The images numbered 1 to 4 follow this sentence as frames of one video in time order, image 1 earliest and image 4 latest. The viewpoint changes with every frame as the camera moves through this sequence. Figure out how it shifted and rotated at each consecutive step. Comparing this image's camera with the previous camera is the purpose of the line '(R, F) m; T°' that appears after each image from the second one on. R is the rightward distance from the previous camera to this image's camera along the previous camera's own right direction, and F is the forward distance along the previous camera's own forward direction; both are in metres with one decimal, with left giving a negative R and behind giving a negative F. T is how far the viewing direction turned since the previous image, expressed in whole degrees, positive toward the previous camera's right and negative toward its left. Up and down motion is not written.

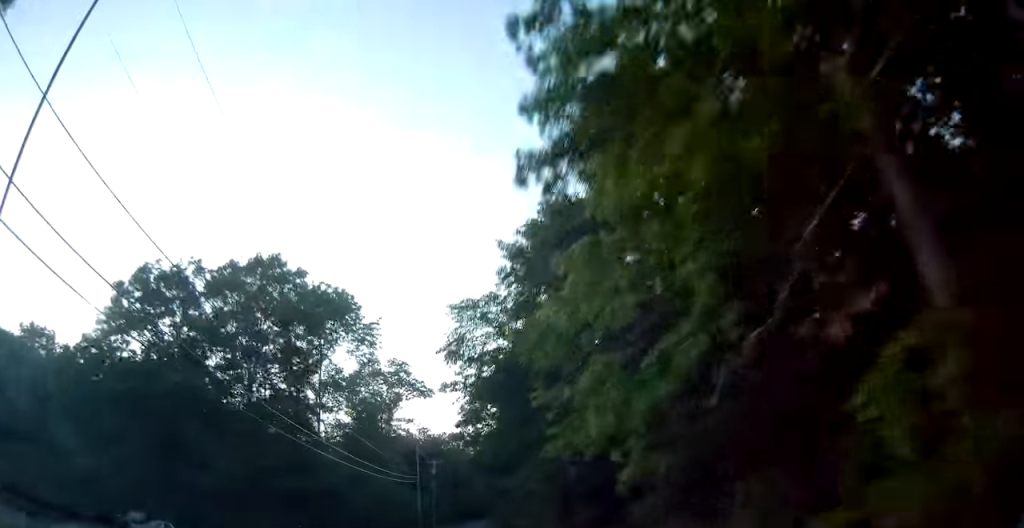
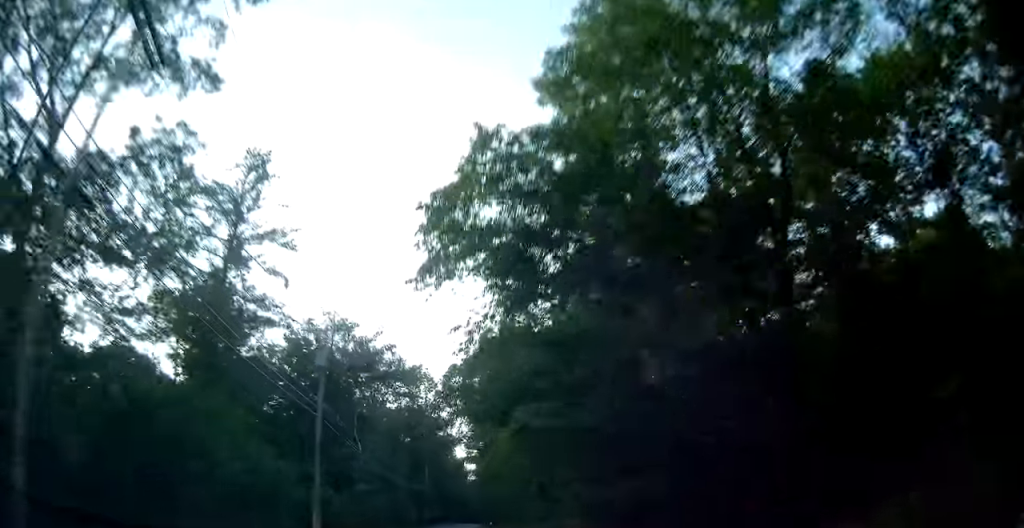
(+0.5, +58.0) m; +3°
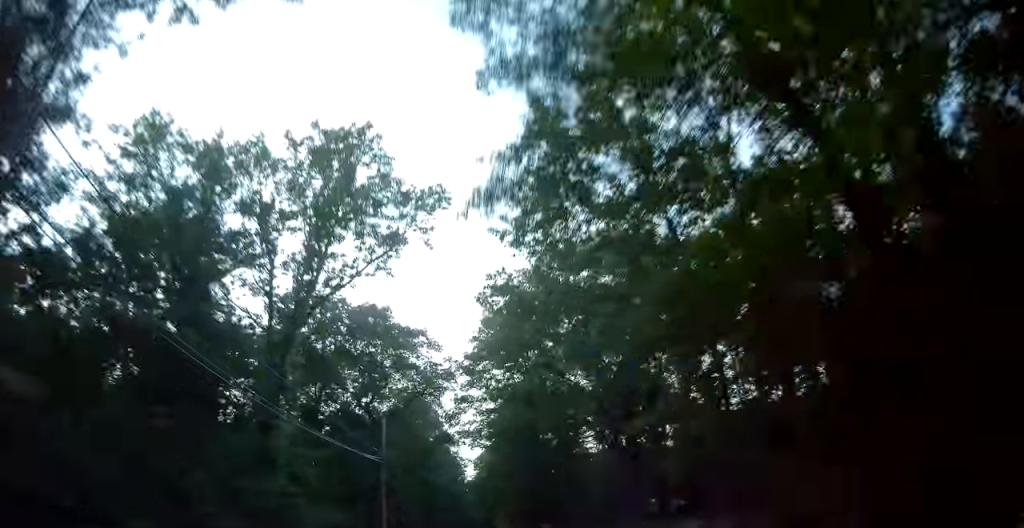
(+0.4, +46.9) m; +1°
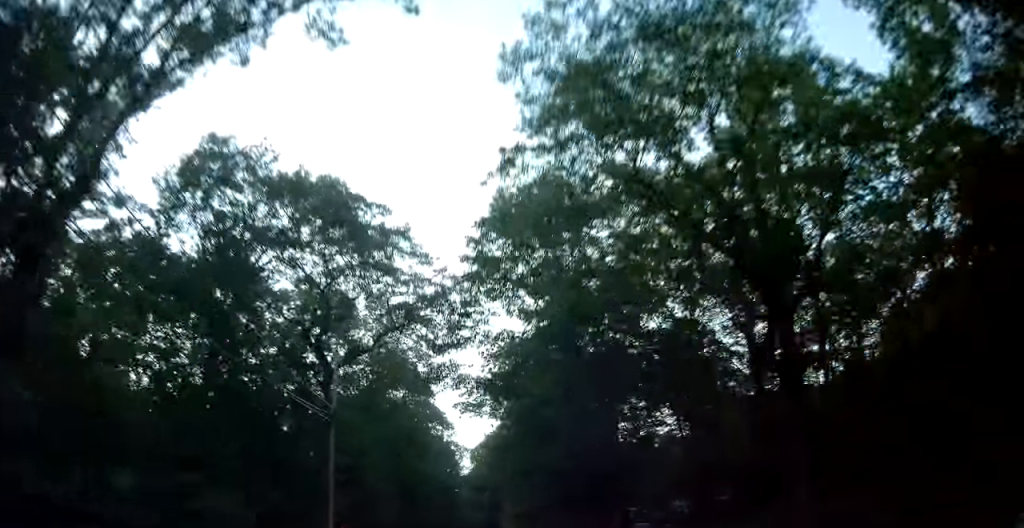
(+0.1, +16.6) m; +1°
